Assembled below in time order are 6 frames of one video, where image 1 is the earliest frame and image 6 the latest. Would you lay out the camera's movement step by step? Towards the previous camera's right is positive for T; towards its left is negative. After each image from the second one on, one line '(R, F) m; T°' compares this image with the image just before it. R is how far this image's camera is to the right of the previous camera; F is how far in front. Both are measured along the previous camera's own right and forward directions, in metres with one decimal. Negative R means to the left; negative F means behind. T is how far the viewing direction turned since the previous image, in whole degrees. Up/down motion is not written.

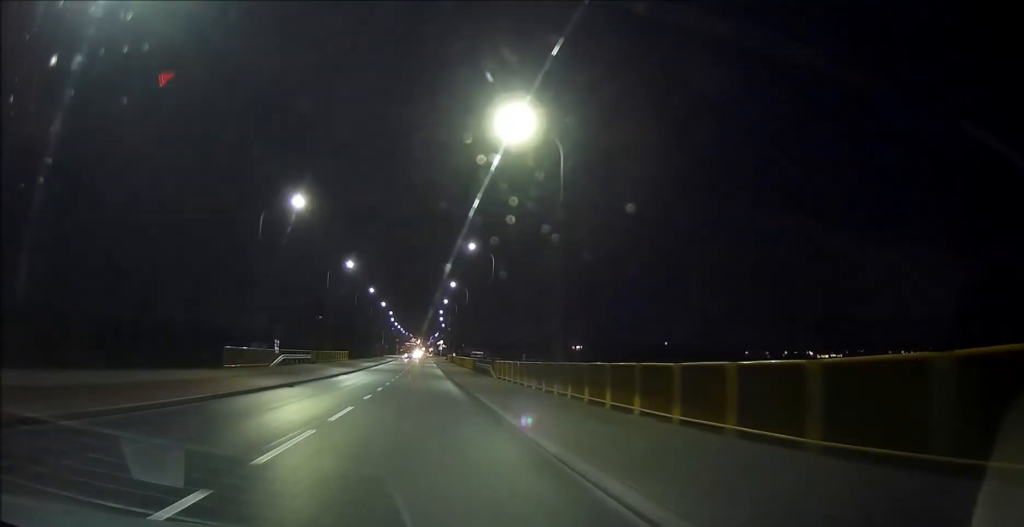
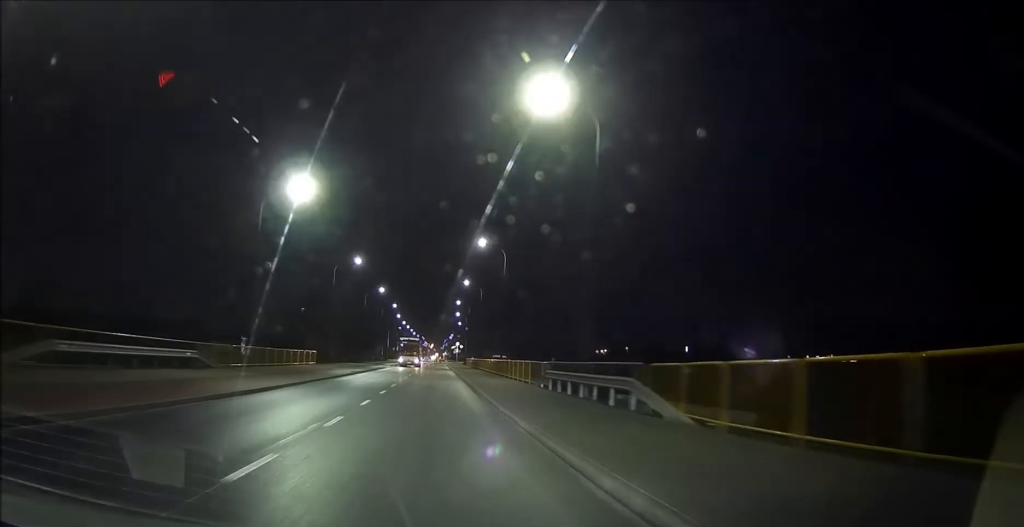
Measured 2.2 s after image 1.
(-0.4, +33.1) m; -1°
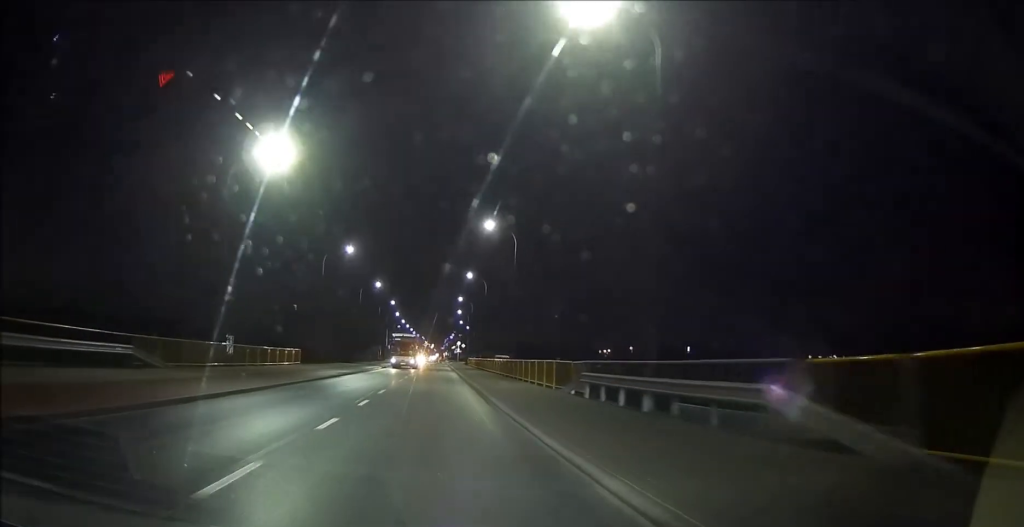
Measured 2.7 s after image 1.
(0.0, +6.9) m; 0°
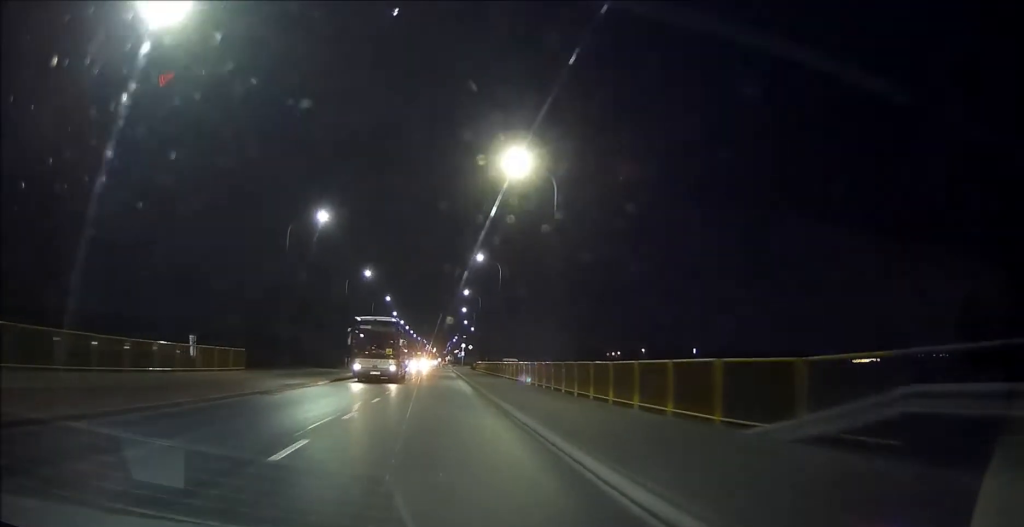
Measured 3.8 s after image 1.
(0.0, +15.7) m; 0°
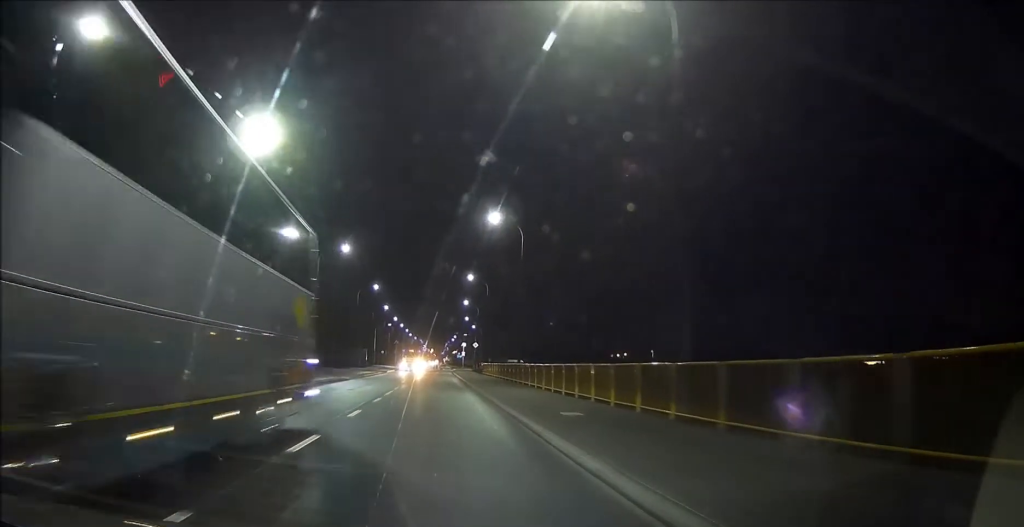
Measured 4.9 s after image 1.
(-0.1, +17.1) m; 0°
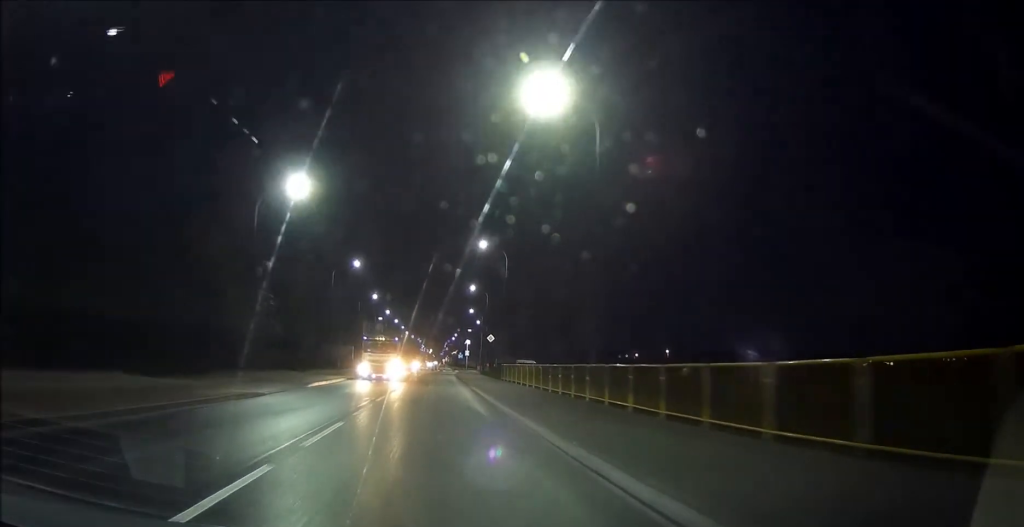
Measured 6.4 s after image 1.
(+0.1, +21.0) m; +1°
